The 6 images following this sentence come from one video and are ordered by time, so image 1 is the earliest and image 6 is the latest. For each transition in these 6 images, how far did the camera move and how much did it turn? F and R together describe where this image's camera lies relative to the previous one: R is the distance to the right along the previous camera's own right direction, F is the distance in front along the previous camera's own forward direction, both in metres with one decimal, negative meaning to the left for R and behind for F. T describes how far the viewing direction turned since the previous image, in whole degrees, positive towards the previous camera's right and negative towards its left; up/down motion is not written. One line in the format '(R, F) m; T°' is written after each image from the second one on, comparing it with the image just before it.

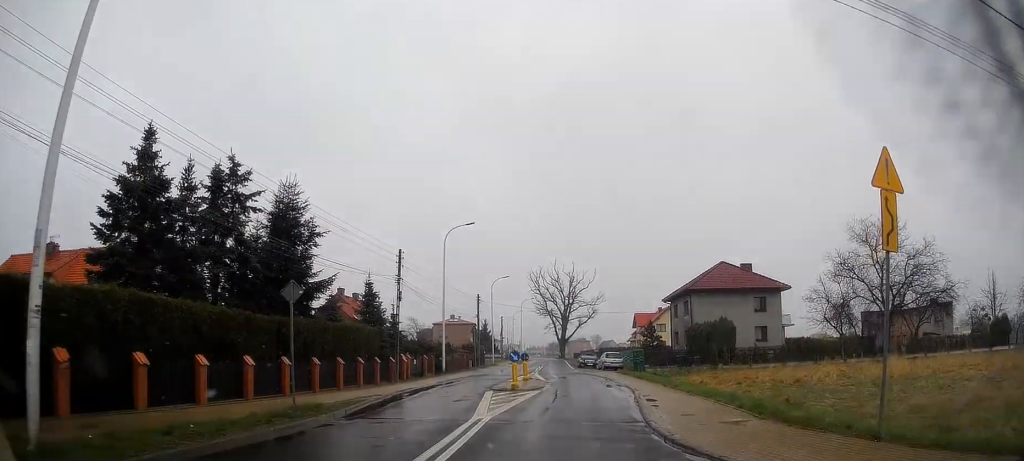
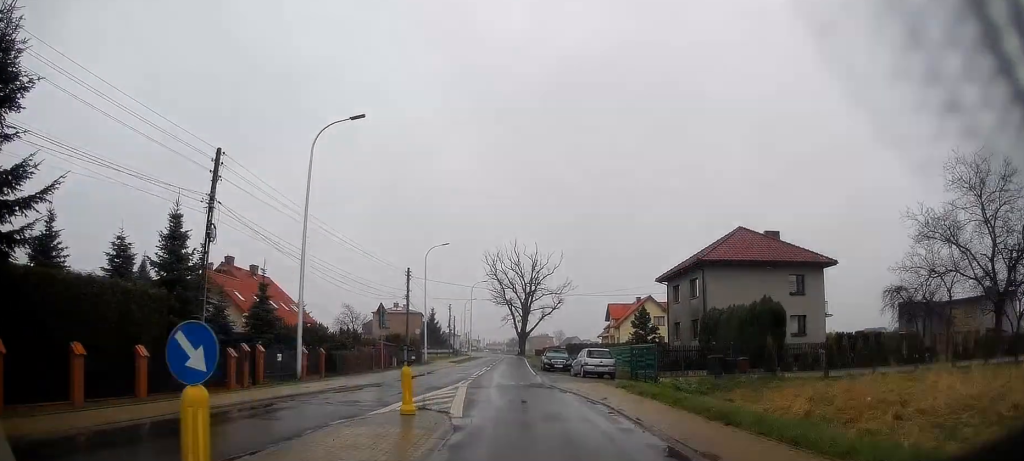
(+0.1, +16.9) m; +1°
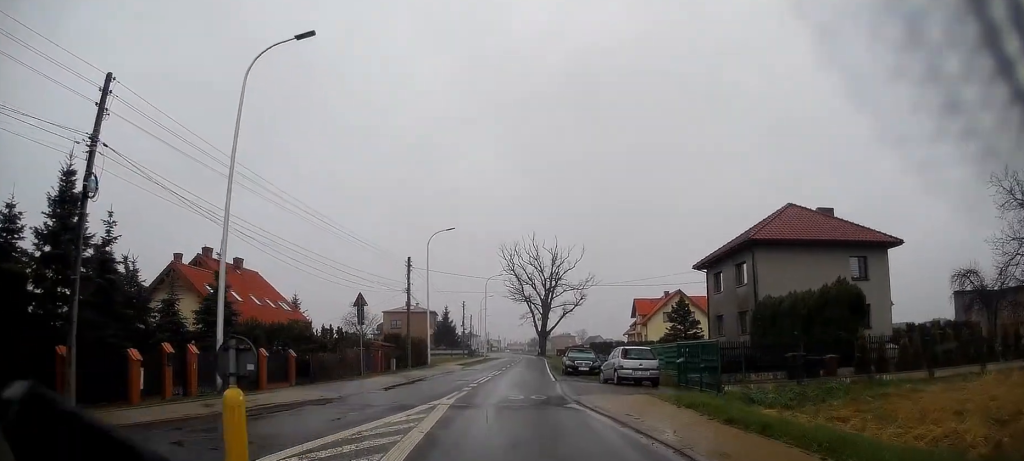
(0.0, +7.1) m; -1°
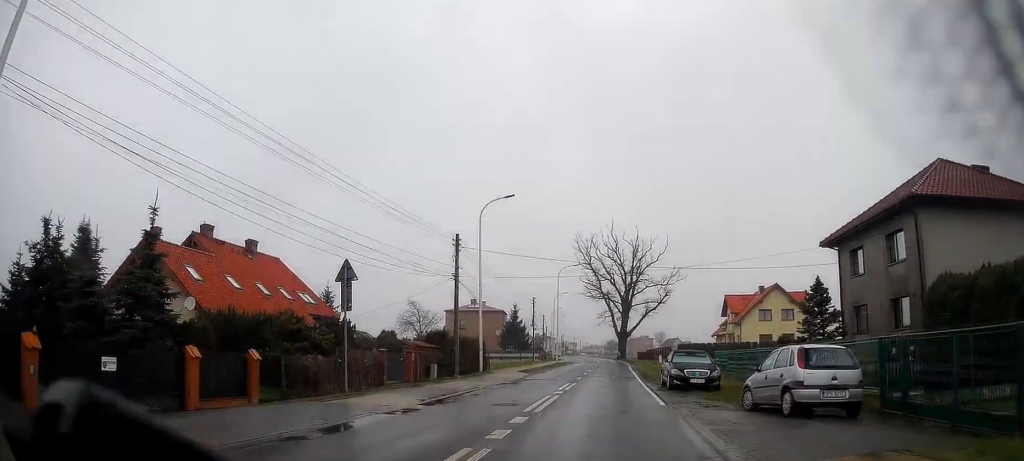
(-0.3, +10.7) m; -4°
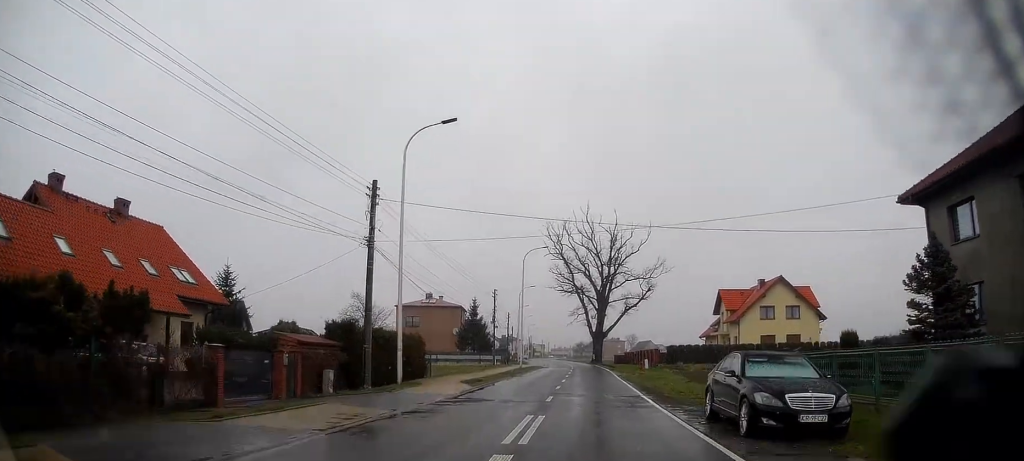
(-0.2, +12.1) m; +1°
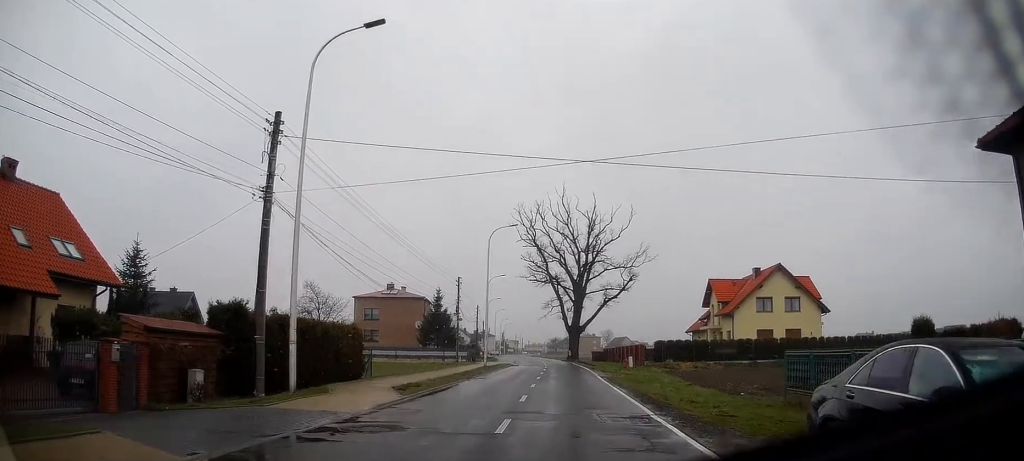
(+0.2, +7.4) m; +3°
